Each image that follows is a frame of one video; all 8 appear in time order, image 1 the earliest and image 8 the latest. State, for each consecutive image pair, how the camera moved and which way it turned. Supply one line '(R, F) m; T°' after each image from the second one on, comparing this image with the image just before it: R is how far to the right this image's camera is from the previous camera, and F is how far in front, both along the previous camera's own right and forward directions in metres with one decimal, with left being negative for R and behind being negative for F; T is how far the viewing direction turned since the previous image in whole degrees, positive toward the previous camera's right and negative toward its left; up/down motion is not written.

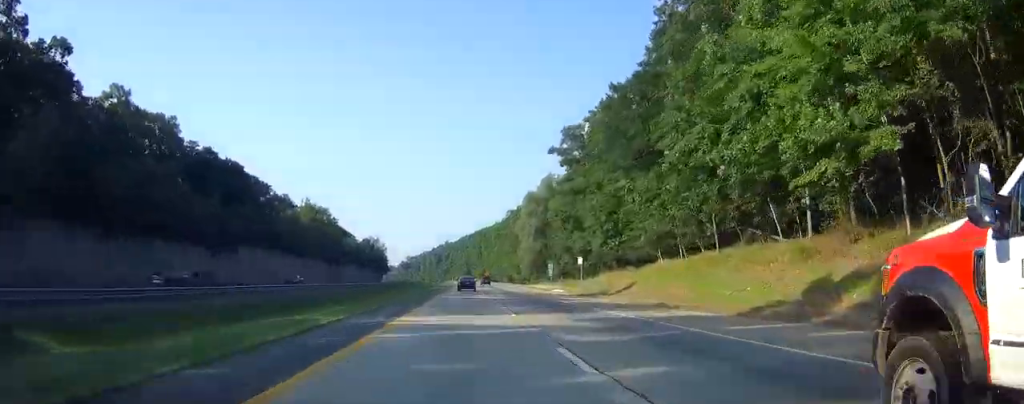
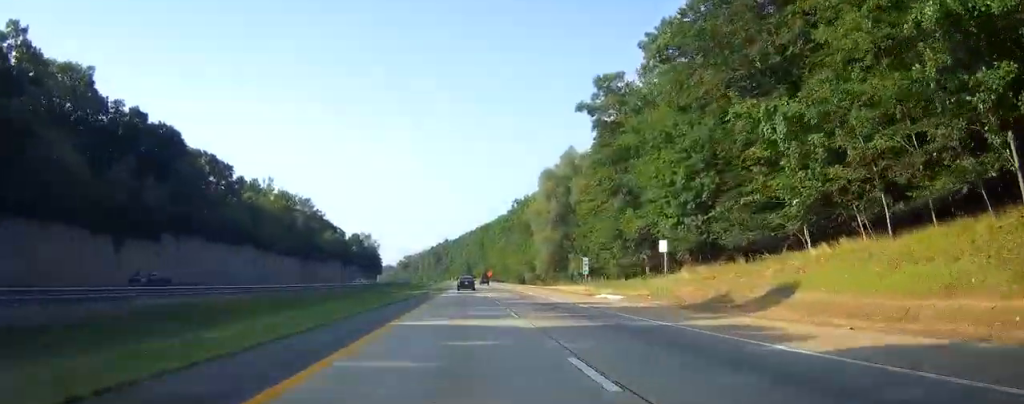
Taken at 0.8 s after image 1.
(0.0, +26.2) m; 0°
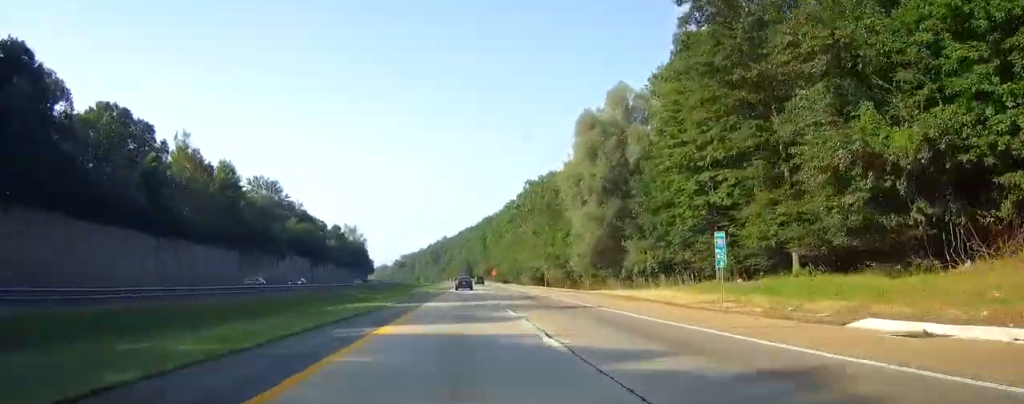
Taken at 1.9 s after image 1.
(0.0, +34.8) m; 0°
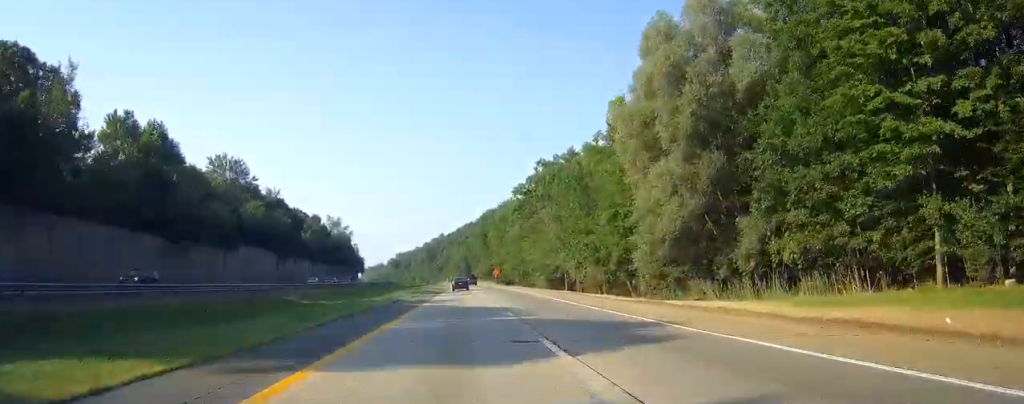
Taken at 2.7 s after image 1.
(0.0, +26.0) m; 0°
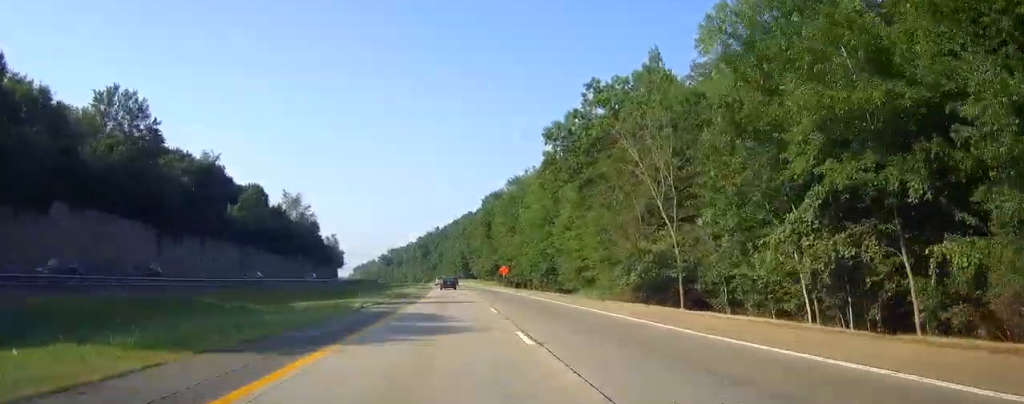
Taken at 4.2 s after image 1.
(0.0, +48.6) m; 0°
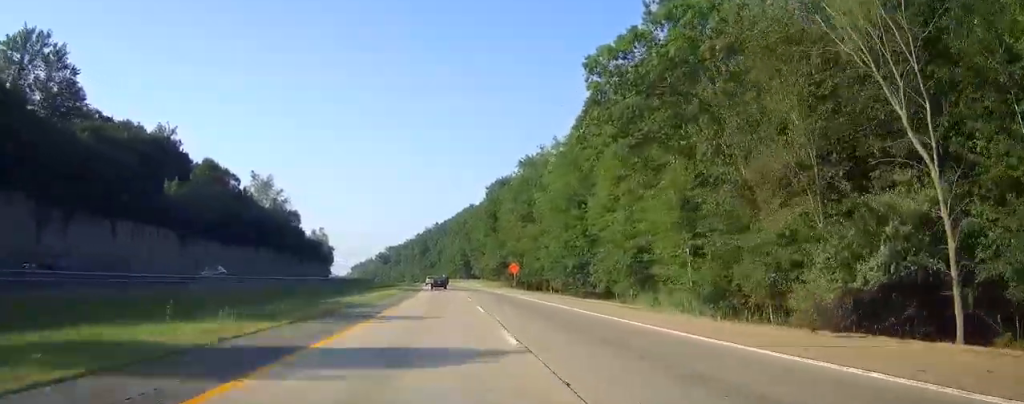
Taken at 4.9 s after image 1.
(+0.1, +24.7) m; 0°
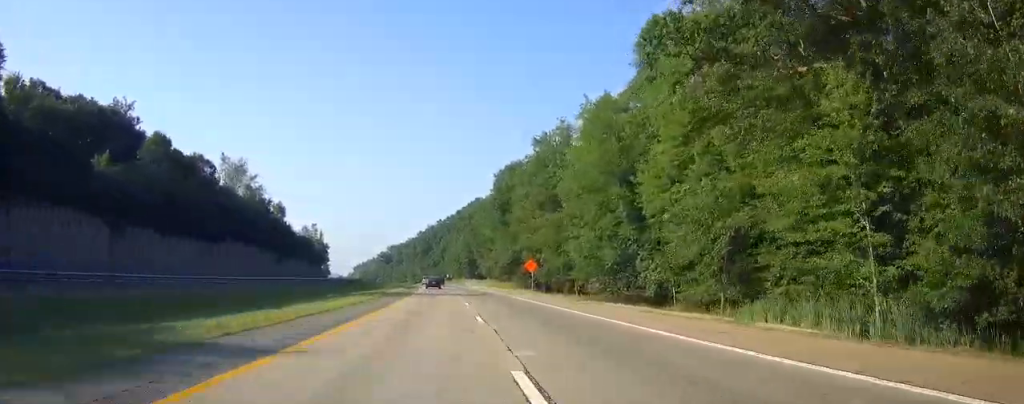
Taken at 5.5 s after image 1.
(0.0, +19.3) m; 0°
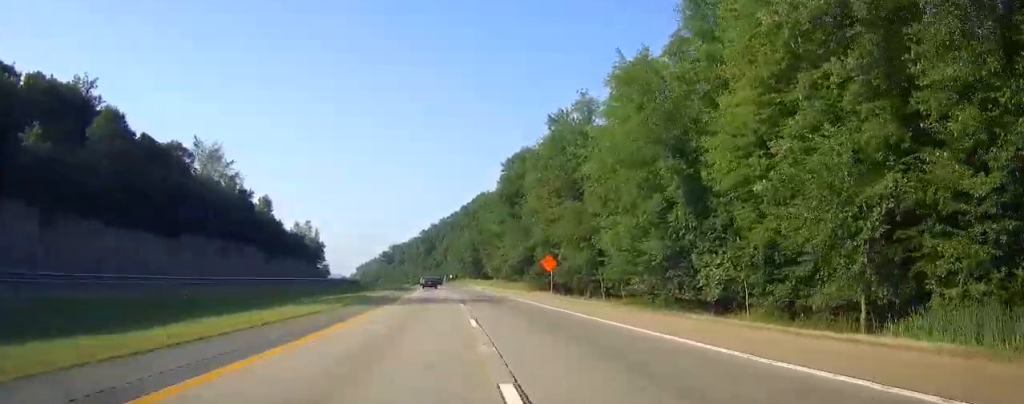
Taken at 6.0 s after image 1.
(+0.1, +13.9) m; 0°
